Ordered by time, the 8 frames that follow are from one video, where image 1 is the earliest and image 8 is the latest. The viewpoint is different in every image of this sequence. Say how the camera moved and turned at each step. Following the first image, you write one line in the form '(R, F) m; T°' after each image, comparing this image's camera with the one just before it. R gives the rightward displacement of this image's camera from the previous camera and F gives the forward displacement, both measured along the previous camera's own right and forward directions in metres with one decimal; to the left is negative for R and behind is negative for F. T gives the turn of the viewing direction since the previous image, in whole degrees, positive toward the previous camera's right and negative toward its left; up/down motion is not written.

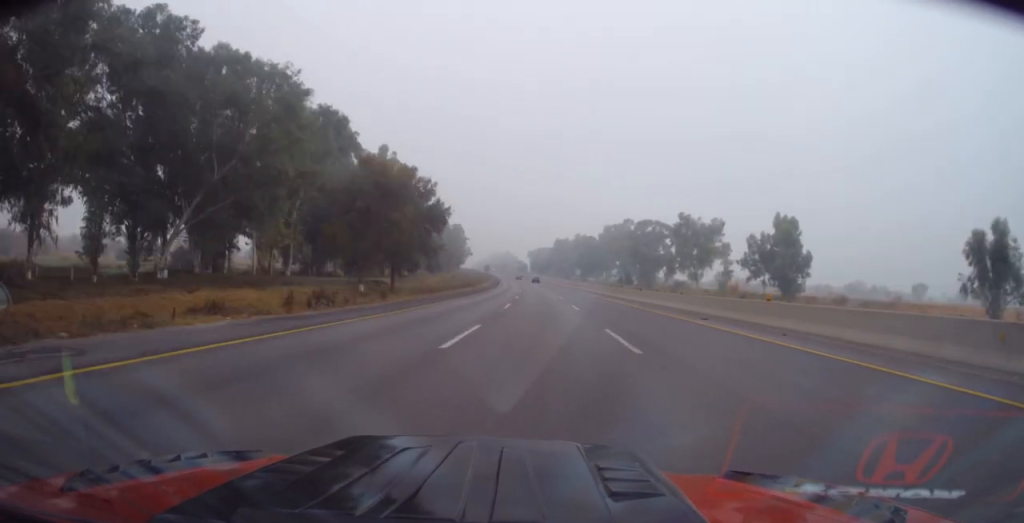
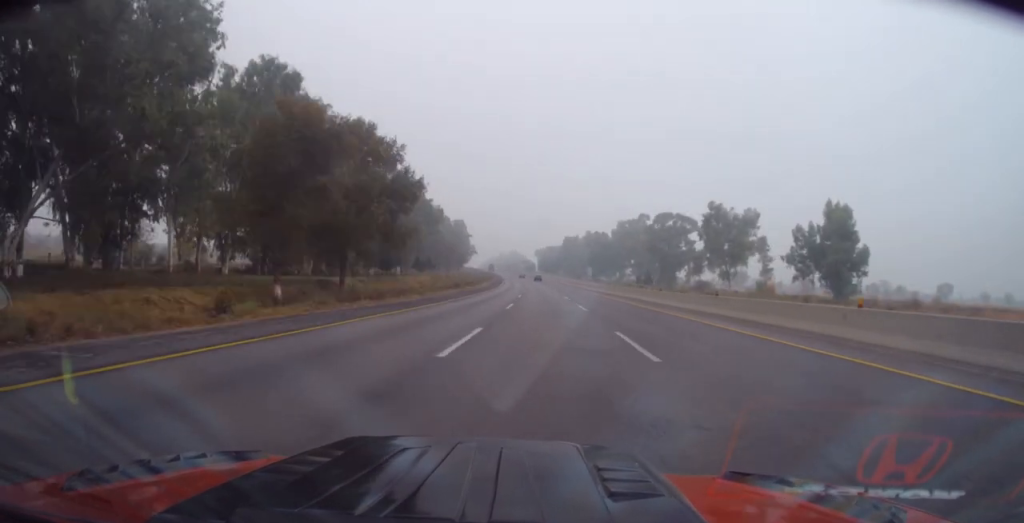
(-0.1, +19.1) m; -1°
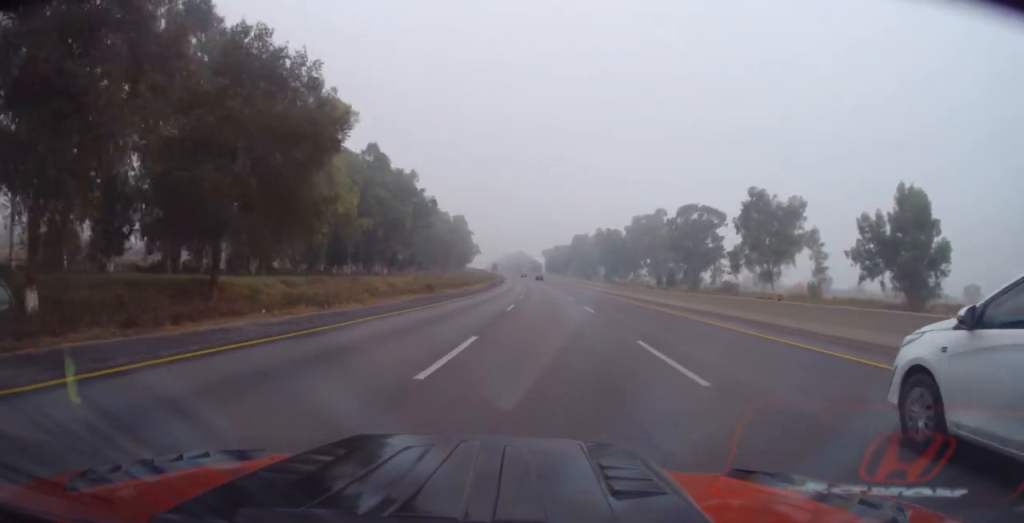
(0.0, +20.1) m; 0°
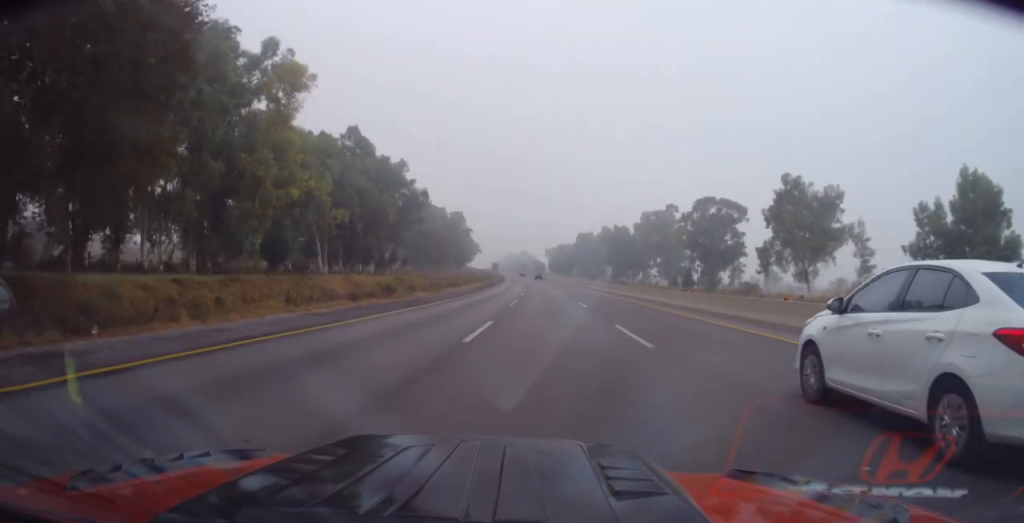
(-0.1, +13.4) m; 0°
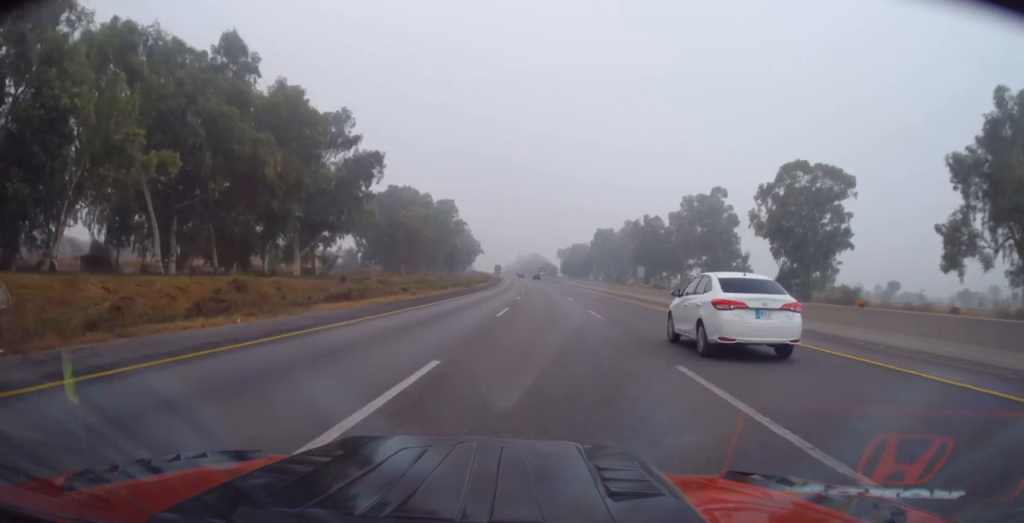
(-0.2, +44.2) m; 0°
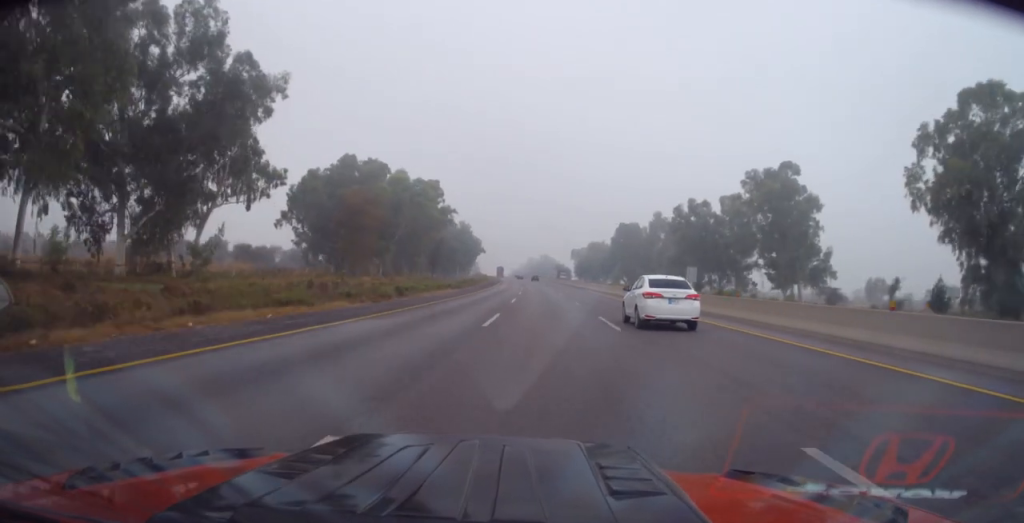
(-0.6, +40.2) m; -2°
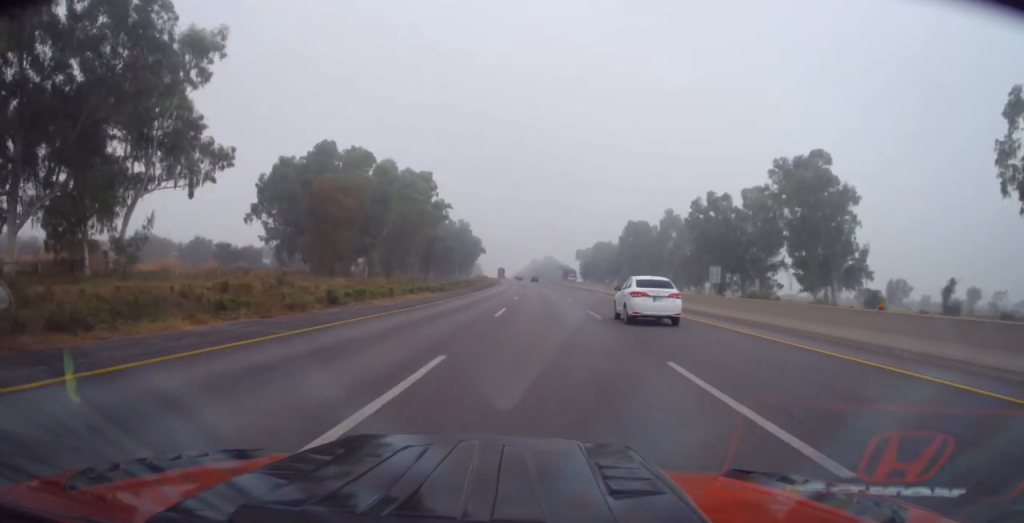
(-0.2, +12.5) m; 0°
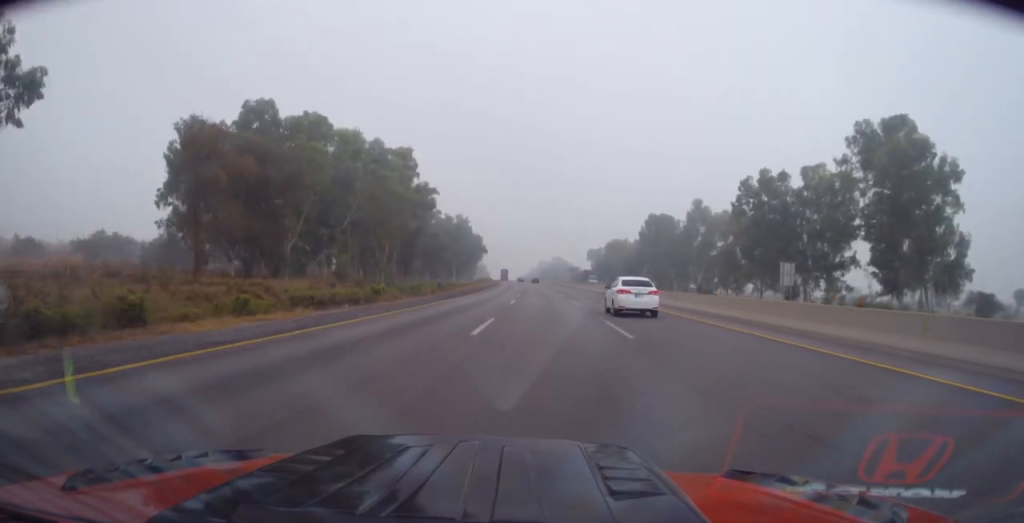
(+0.3, +24.9) m; -1°
